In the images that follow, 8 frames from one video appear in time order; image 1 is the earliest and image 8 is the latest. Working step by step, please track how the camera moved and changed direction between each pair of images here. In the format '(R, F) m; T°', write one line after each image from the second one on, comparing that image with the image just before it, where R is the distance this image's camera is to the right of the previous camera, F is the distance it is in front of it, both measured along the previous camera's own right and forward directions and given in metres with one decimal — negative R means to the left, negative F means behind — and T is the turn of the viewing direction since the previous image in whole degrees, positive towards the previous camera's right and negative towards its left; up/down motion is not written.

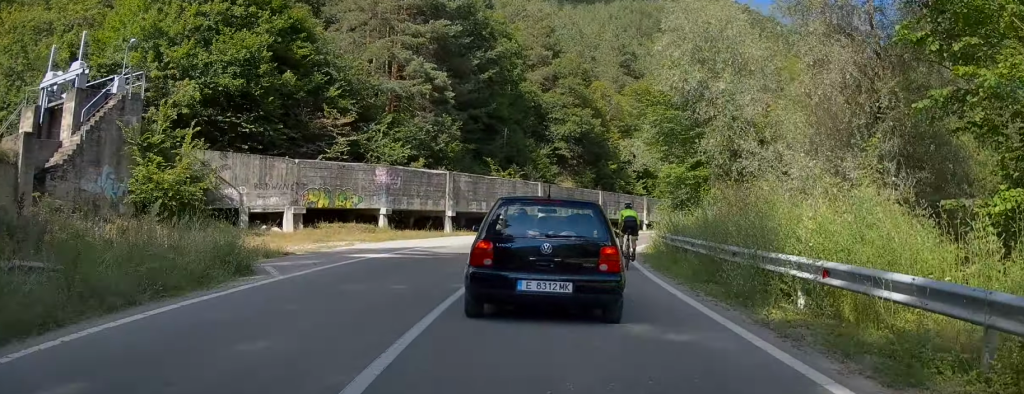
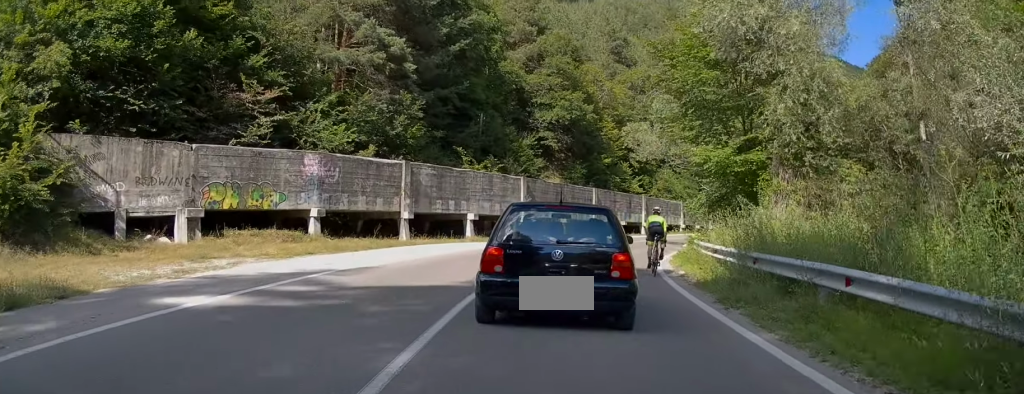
(+0.2, +8.3) m; 0°
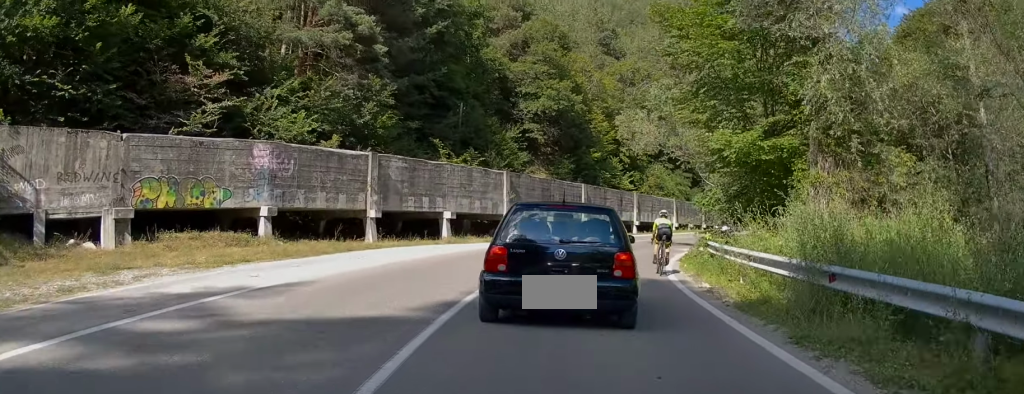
(-0.2, +3.3) m; -1°
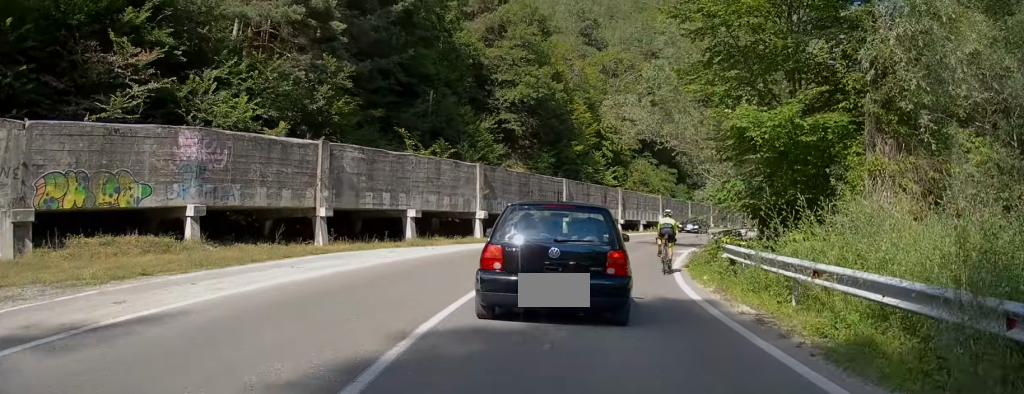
(0.0, +3.5) m; +3°
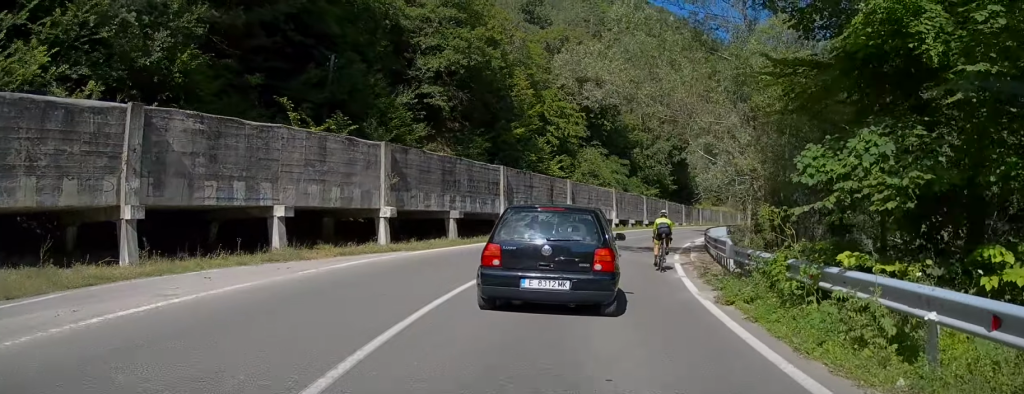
(+0.8, +8.0) m; +8°
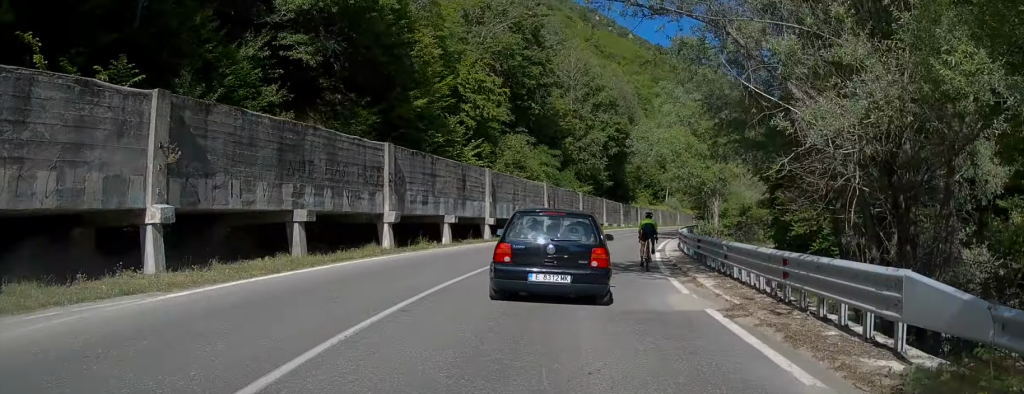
(0.0, +10.2) m; +4°
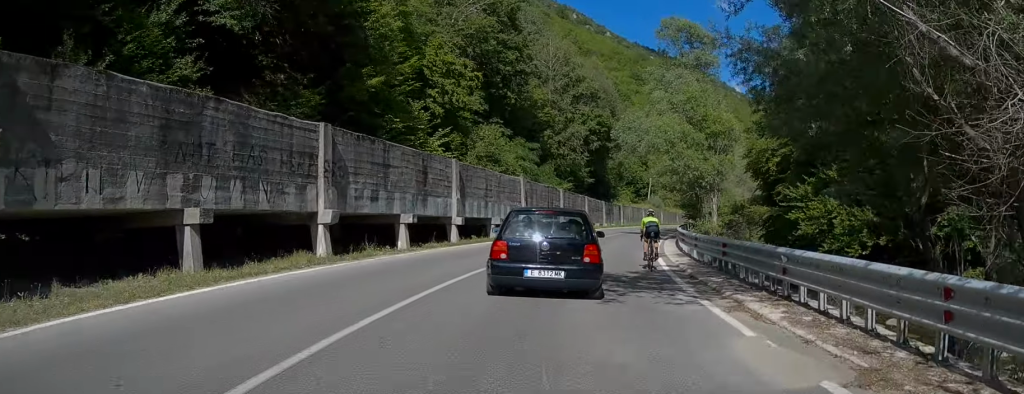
(+0.3, +4.5) m; +3°
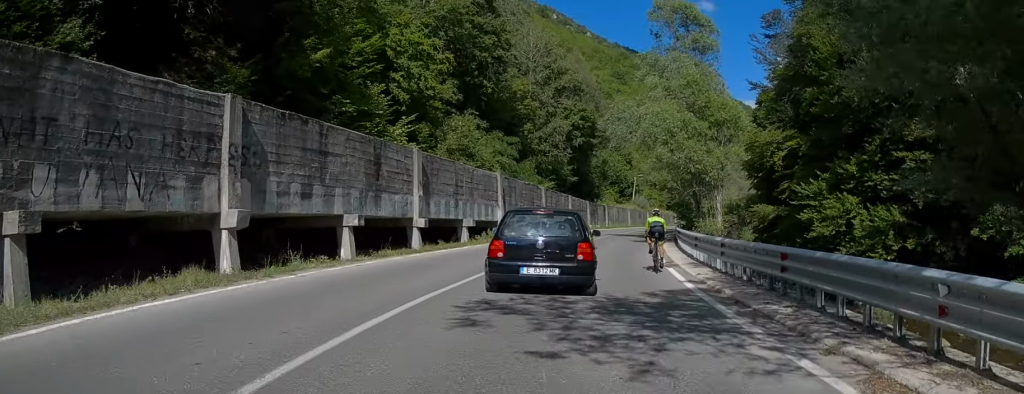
(+0.3, +4.3) m; +4°
